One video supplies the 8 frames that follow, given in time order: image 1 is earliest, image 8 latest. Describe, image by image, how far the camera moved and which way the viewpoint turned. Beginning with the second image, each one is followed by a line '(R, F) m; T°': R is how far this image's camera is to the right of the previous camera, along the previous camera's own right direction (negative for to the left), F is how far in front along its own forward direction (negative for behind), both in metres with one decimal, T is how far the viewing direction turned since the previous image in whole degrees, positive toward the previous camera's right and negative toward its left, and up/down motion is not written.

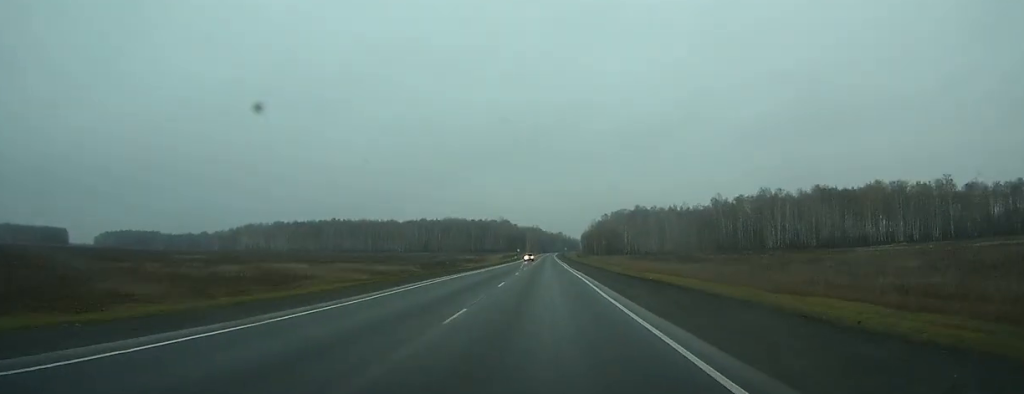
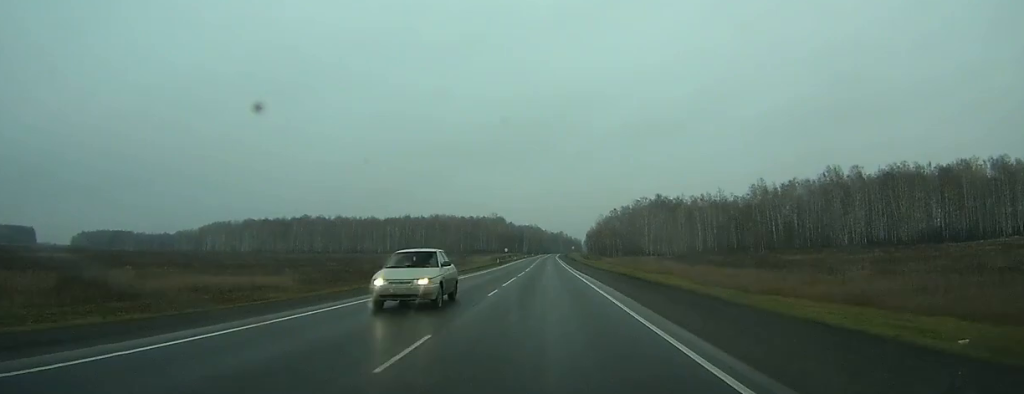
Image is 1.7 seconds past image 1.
(-0.1, +55.0) m; 0°
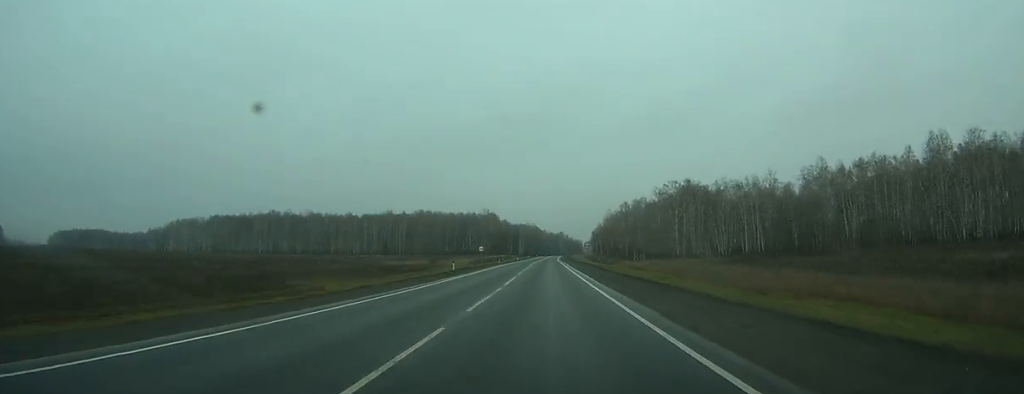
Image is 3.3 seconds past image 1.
(-0.1, +48.3) m; 0°
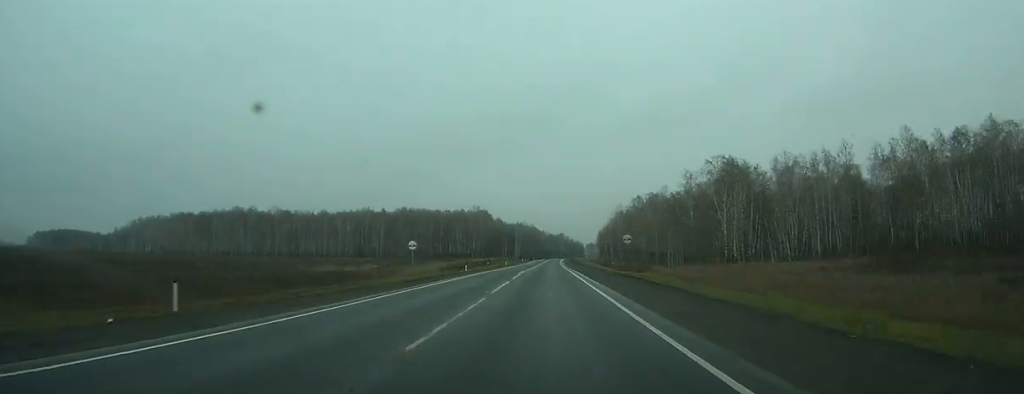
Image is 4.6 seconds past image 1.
(0.0, +41.9) m; 0°
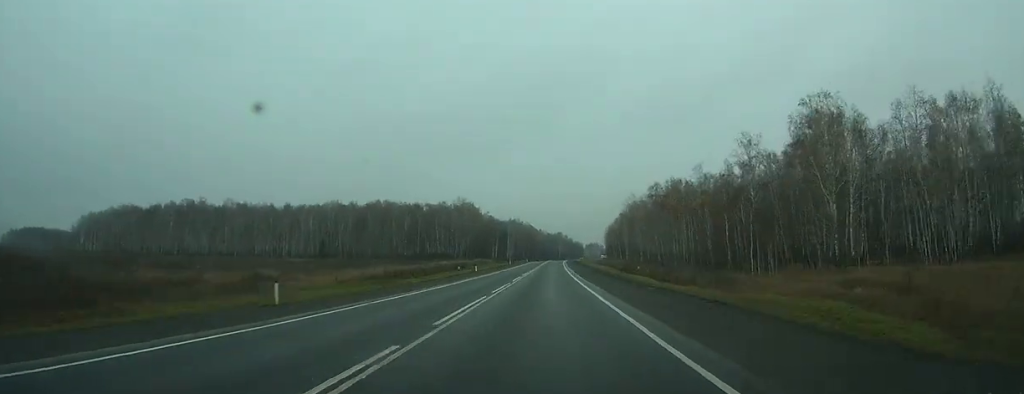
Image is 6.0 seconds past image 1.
(0.0, +43.5) m; 0°
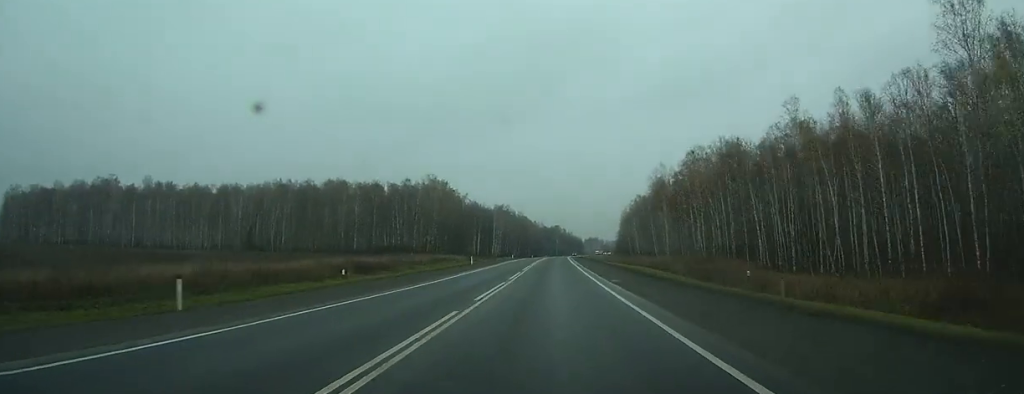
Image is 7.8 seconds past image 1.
(+0.1, +55.3) m; 0°
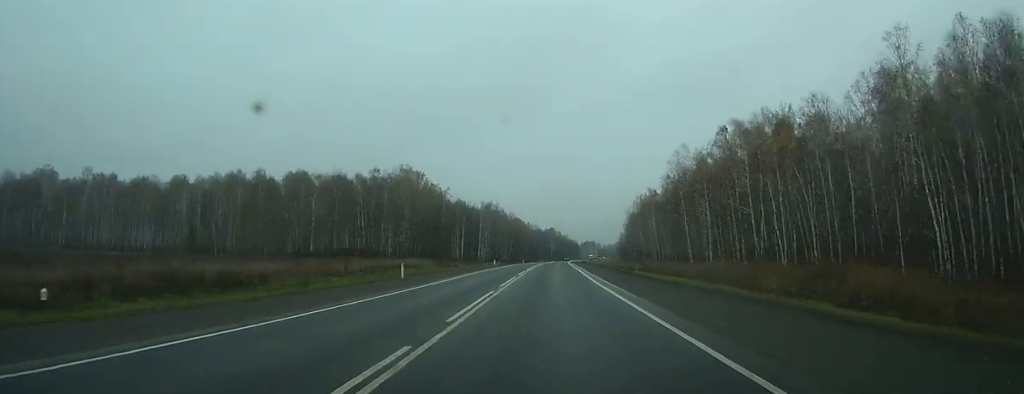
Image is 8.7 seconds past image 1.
(0.0, +28.3) m; 0°
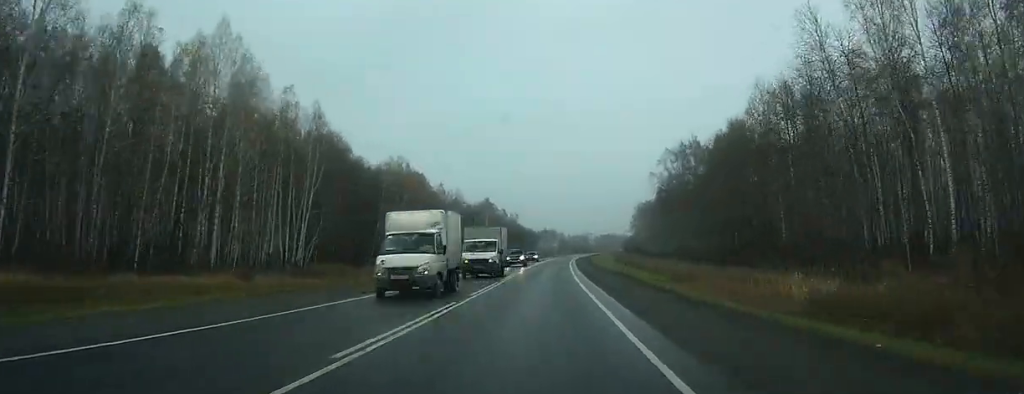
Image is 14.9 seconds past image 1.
(+5.4, +177.8) m; +4°
